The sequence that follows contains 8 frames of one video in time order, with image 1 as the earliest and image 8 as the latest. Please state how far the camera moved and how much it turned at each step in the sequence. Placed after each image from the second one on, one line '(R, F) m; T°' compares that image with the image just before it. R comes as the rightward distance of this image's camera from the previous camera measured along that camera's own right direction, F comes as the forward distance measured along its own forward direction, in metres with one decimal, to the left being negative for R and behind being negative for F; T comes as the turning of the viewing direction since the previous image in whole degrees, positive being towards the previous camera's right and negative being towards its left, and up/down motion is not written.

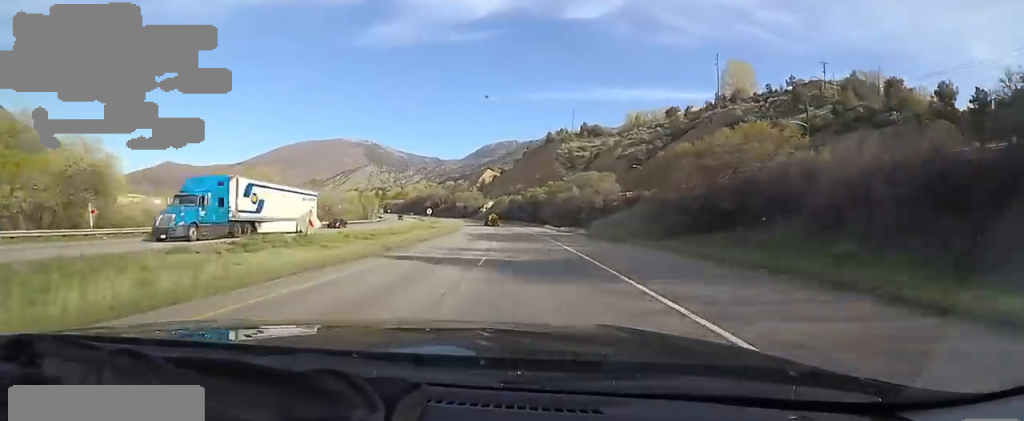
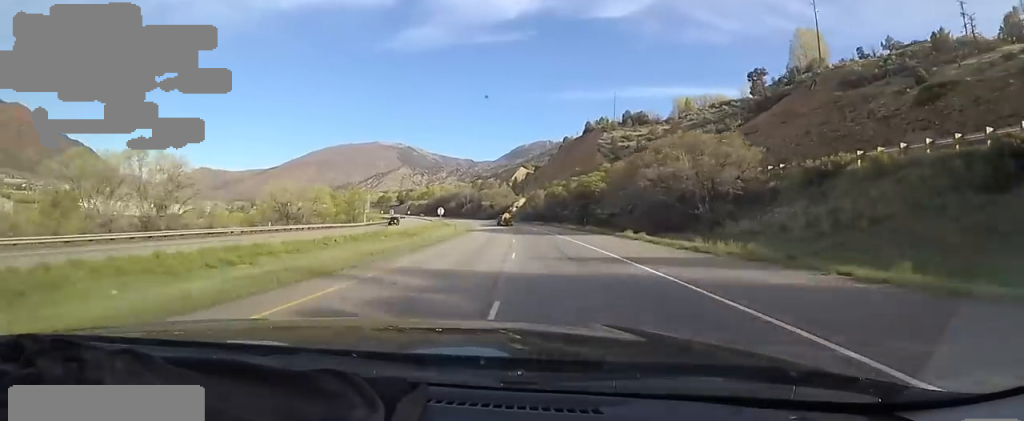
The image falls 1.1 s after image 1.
(-0.9, +34.9) m; -5°
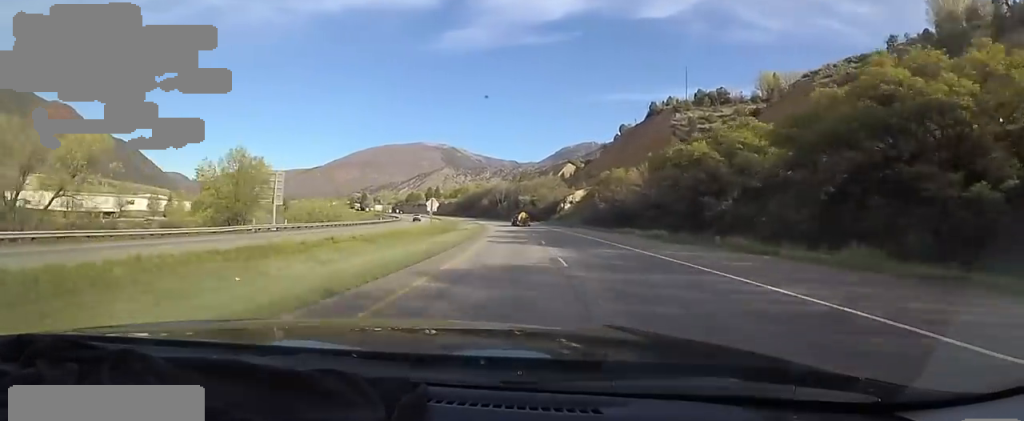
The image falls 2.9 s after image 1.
(-4.5, +54.3) m; -7°
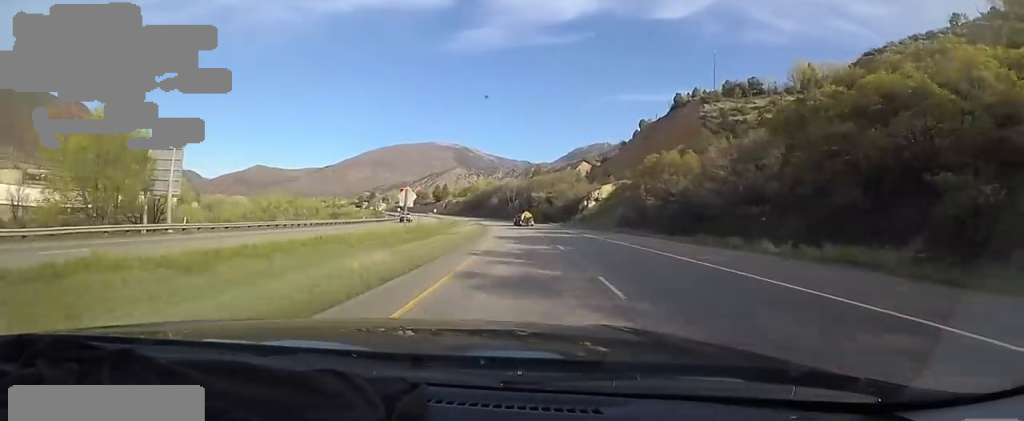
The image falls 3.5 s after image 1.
(-0.2, +18.5) m; -1°
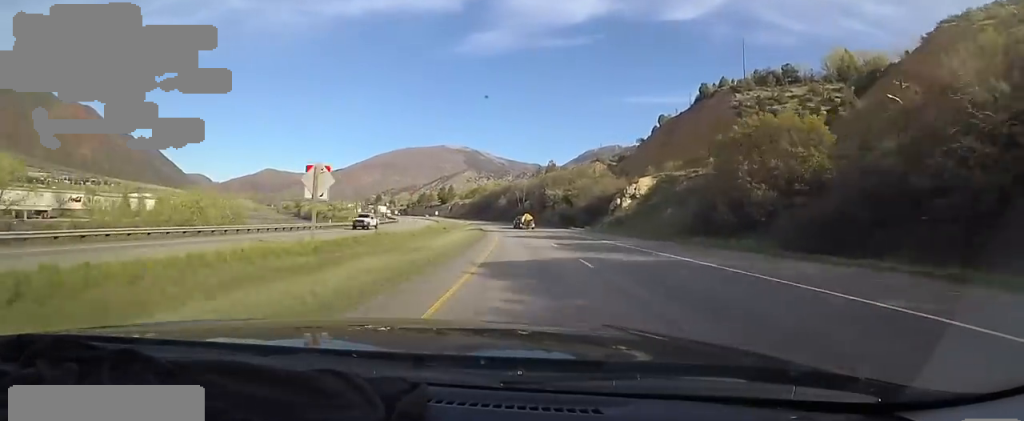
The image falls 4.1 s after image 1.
(-0.1, +19.5) m; -1°
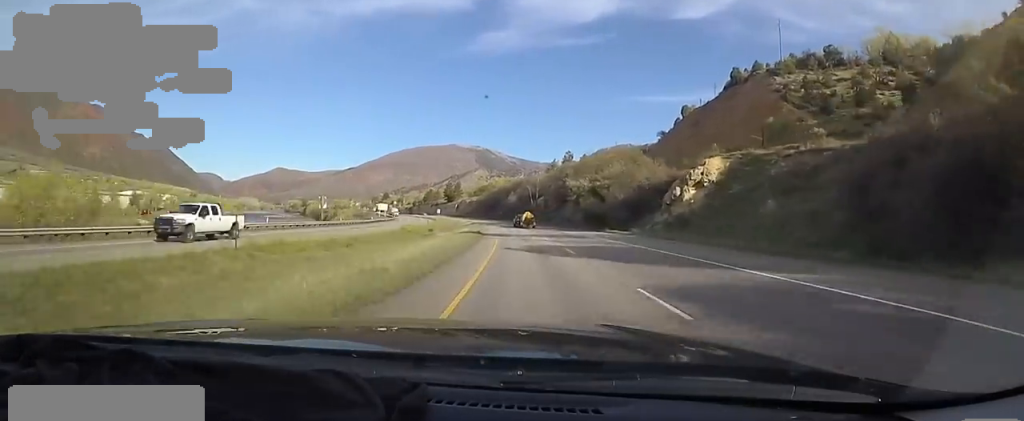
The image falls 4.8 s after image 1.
(-0.2, +19.6) m; -2°
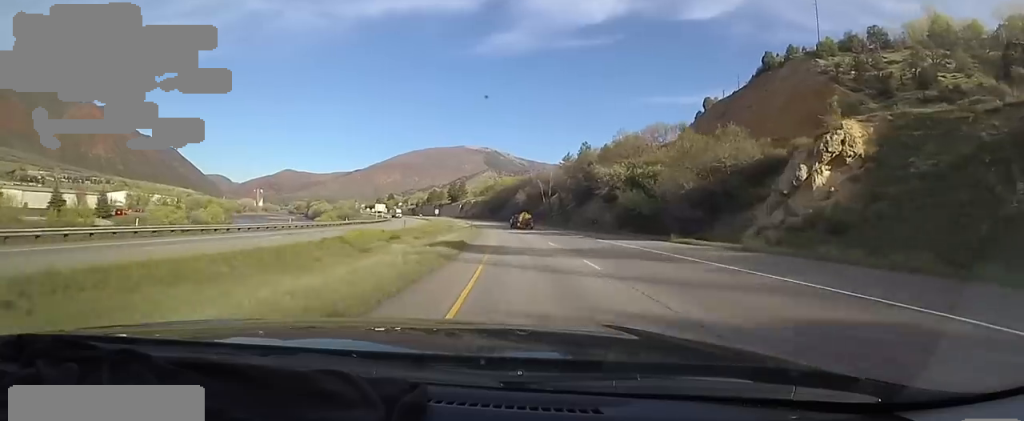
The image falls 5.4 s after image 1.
(-0.3, +18.5) m; -2°
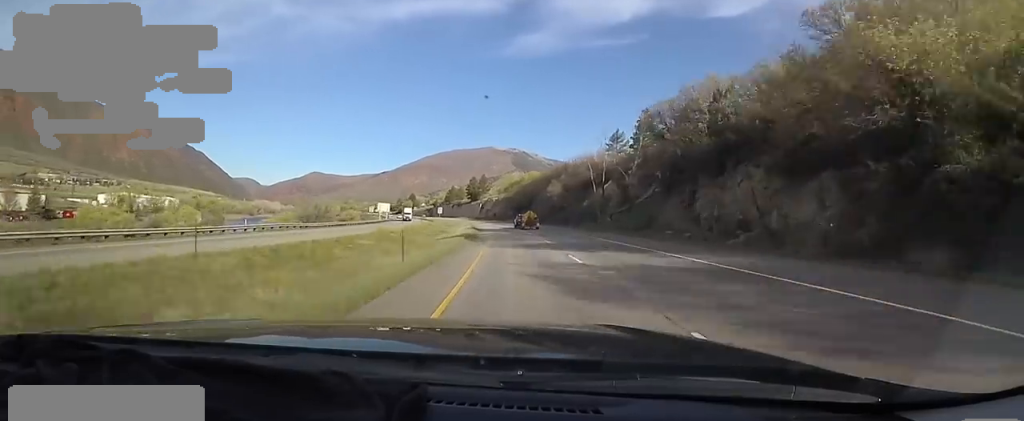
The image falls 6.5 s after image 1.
(-1.2, +36.0) m; -2°
